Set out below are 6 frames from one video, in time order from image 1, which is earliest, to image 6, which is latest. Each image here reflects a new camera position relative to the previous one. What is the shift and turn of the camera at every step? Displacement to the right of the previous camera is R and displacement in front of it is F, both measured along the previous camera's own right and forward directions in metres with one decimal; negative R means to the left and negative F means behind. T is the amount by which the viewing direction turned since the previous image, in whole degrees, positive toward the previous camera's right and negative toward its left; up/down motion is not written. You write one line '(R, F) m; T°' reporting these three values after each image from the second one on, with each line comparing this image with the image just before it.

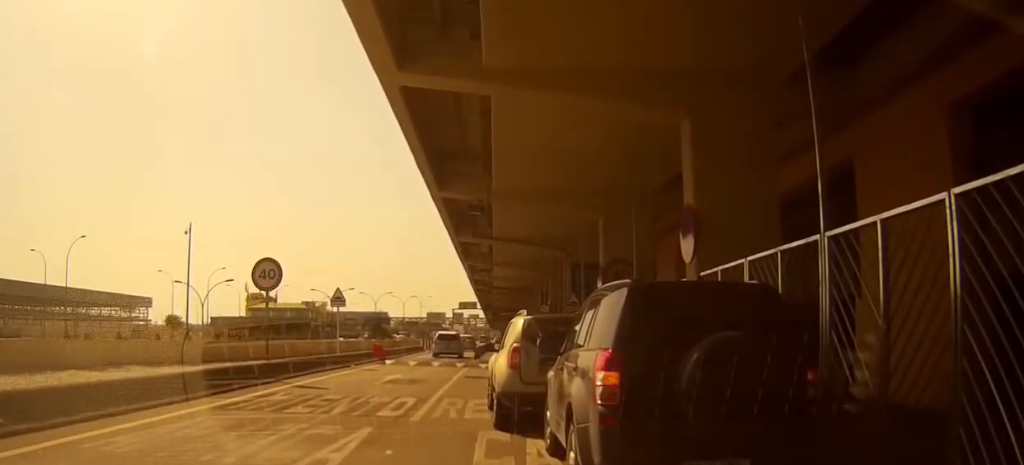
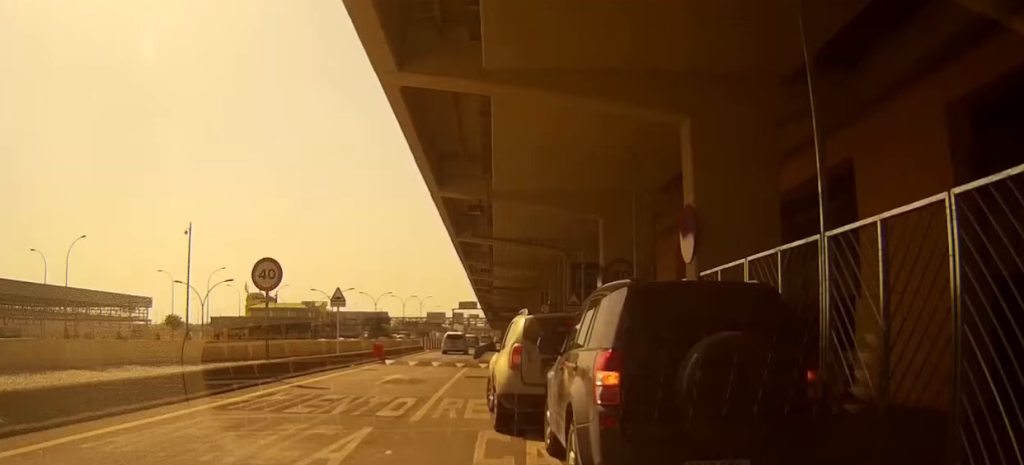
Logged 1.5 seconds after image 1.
(0.0, +1.9) m; -2°
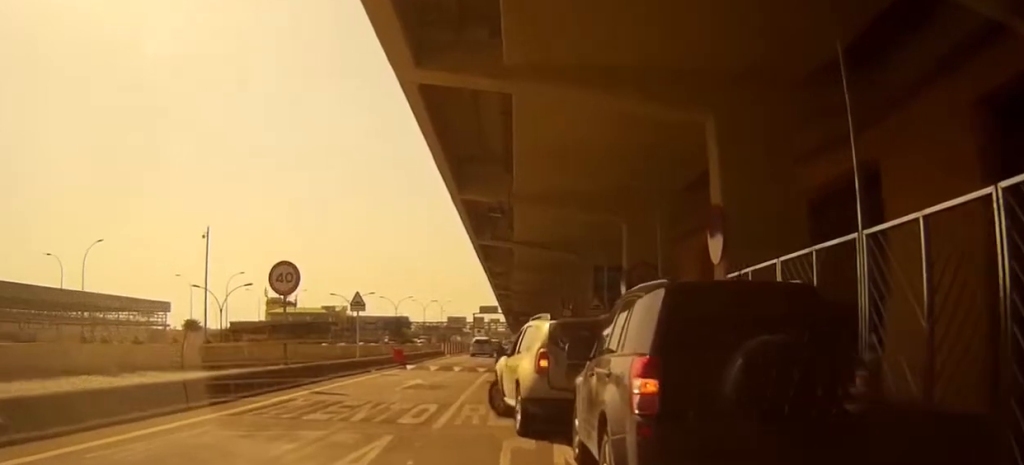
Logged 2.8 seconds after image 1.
(0.0, +2.1) m; -8°
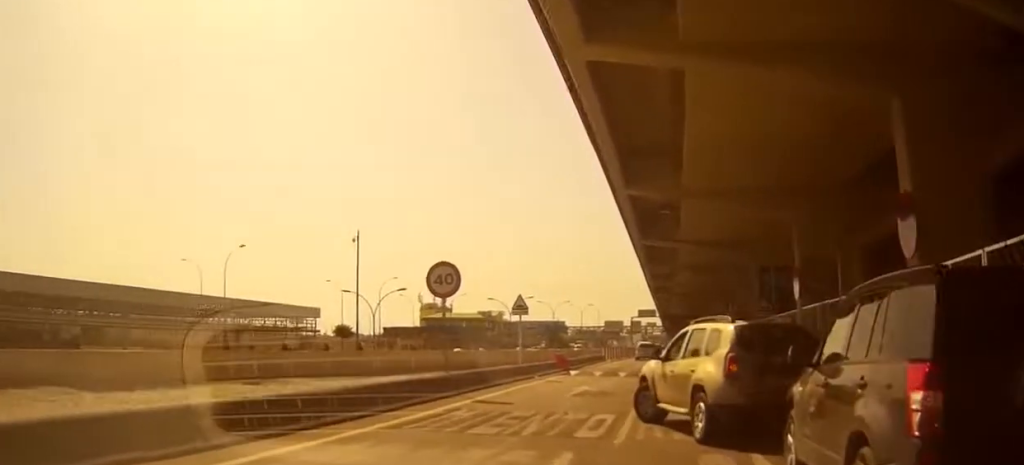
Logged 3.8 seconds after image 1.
(-0.2, +2.2) m; -11°
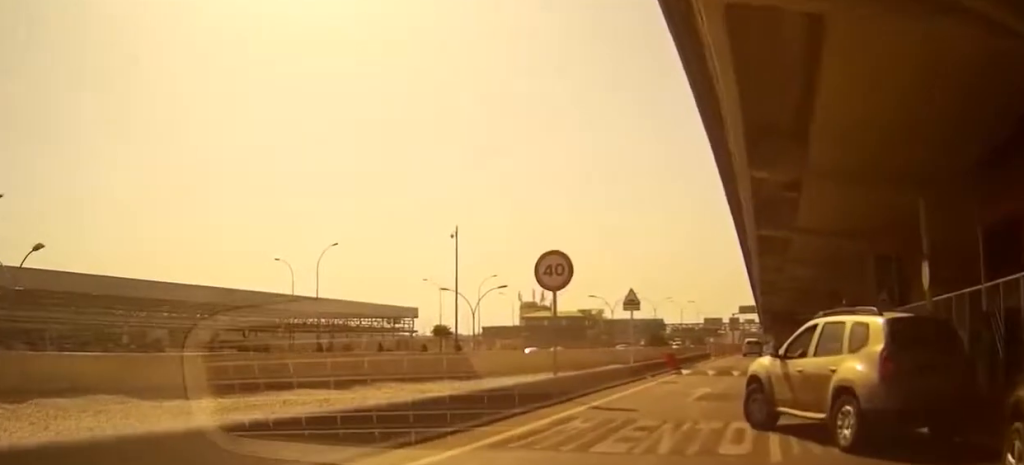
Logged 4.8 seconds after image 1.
(-0.2, +2.6) m; -1°
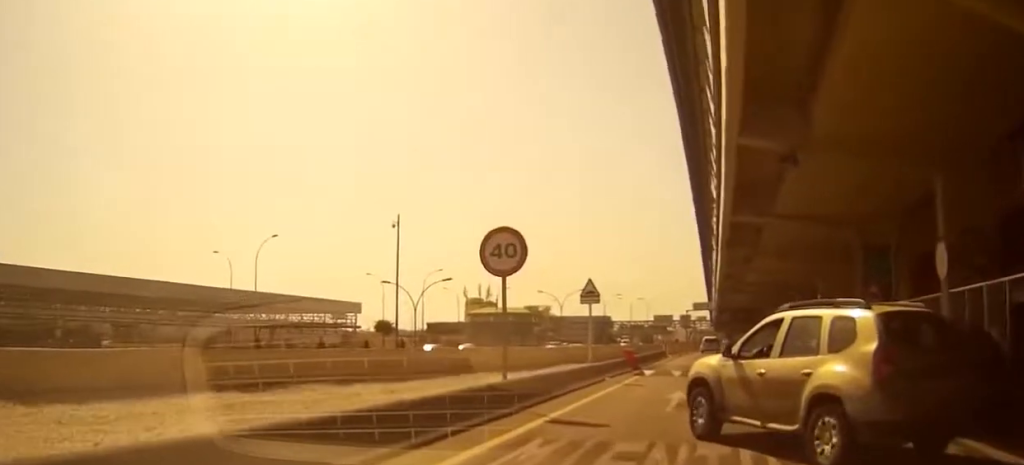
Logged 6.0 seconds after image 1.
(+0.1, +3.5) m; 0°
